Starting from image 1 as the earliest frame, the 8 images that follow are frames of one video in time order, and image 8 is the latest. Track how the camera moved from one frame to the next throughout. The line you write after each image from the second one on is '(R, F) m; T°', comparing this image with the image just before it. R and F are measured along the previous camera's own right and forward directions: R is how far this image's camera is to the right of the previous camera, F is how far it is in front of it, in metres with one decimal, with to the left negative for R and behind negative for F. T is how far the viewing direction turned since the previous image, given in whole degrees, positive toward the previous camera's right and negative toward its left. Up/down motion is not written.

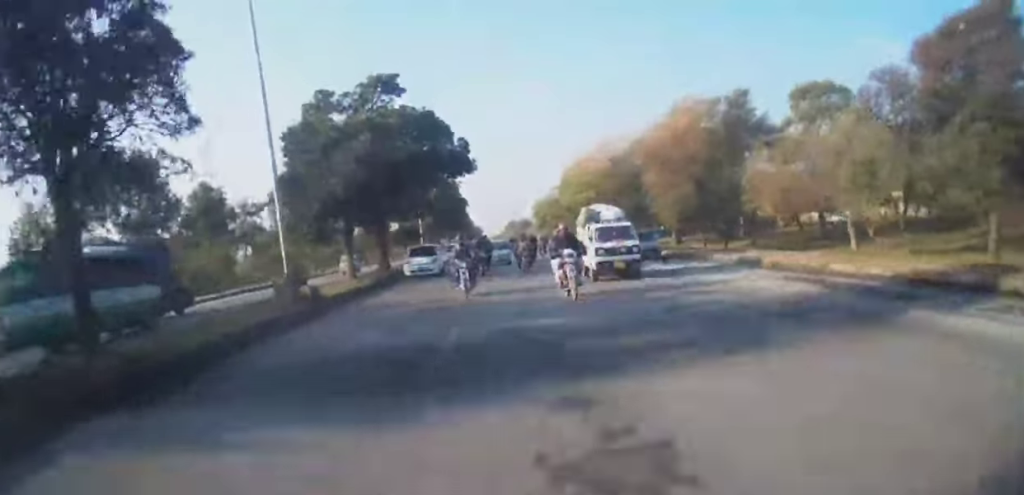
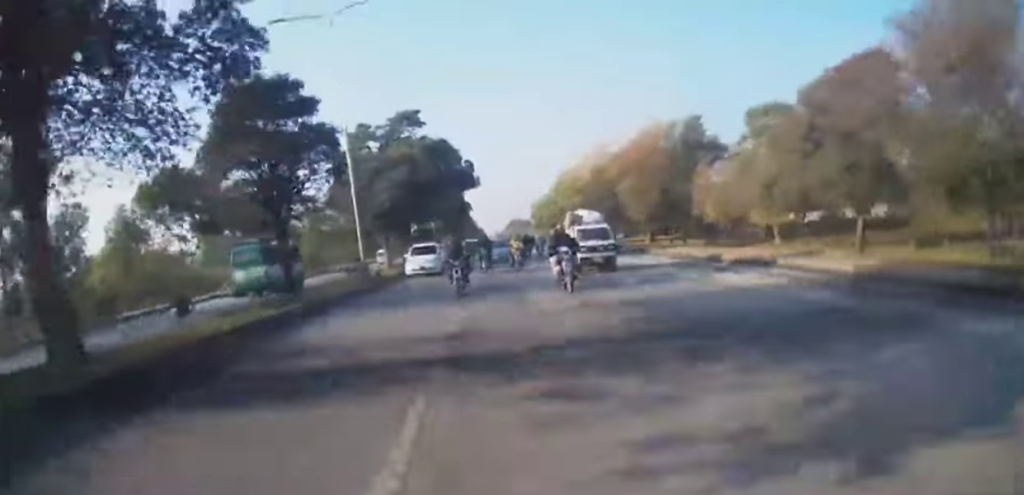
(+0.1, +10.8) m; 0°
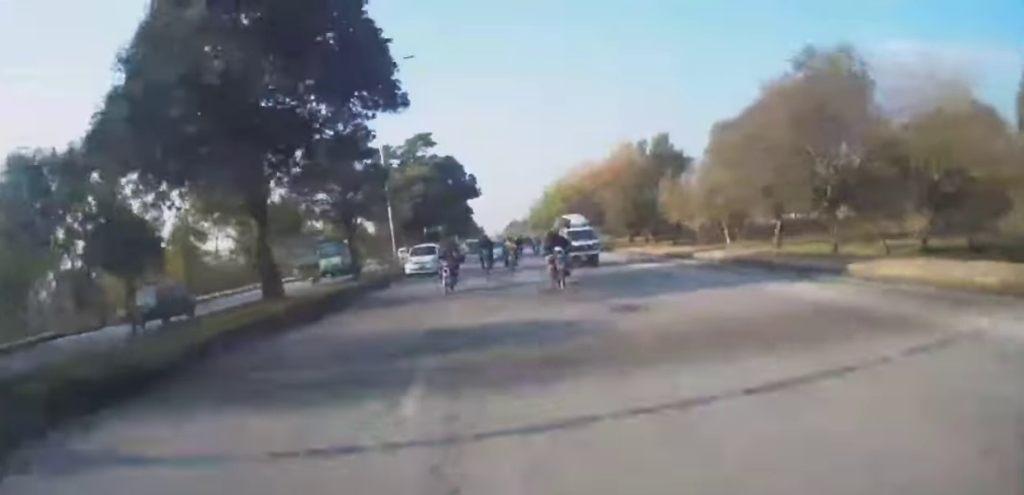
(-0.1, +10.2) m; 0°
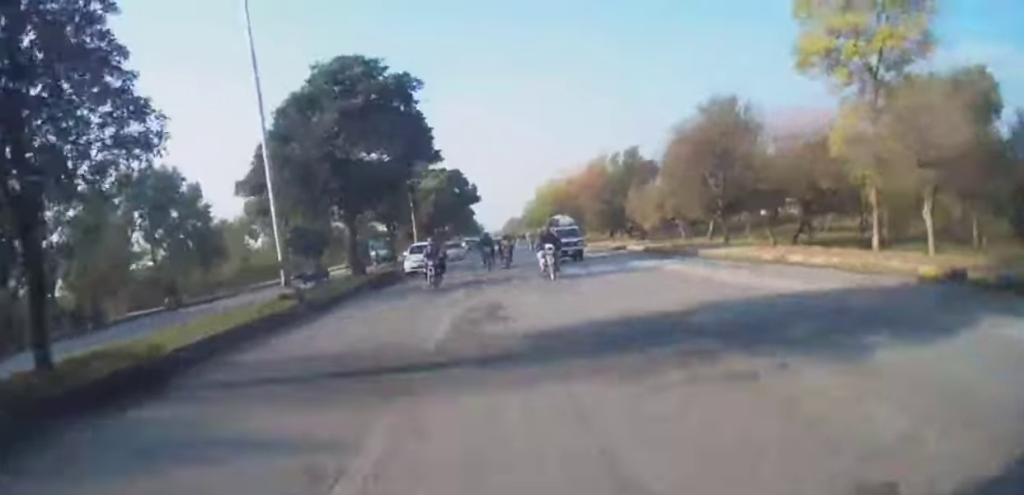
(0.0, +12.9) m; 0°
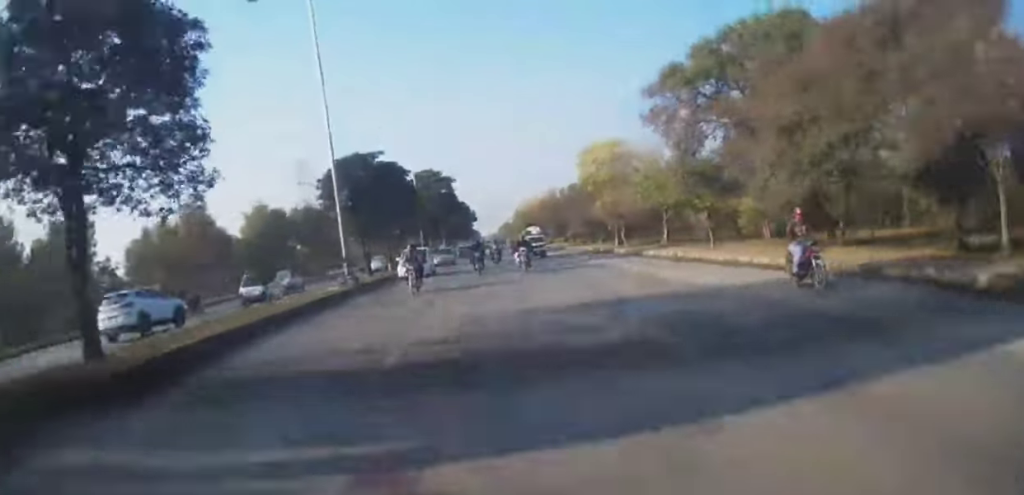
(+0.2, +44.9) m; 0°
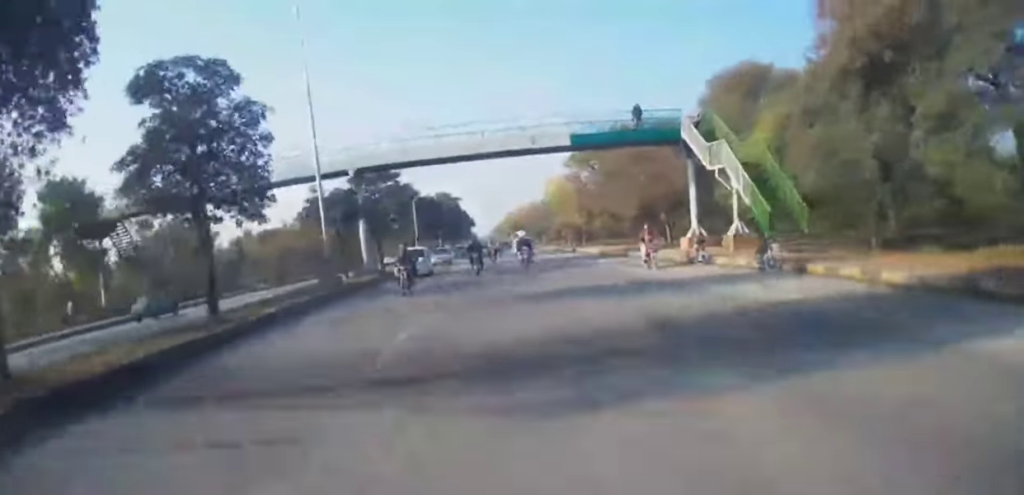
(-0.1, +32.3) m; +1°
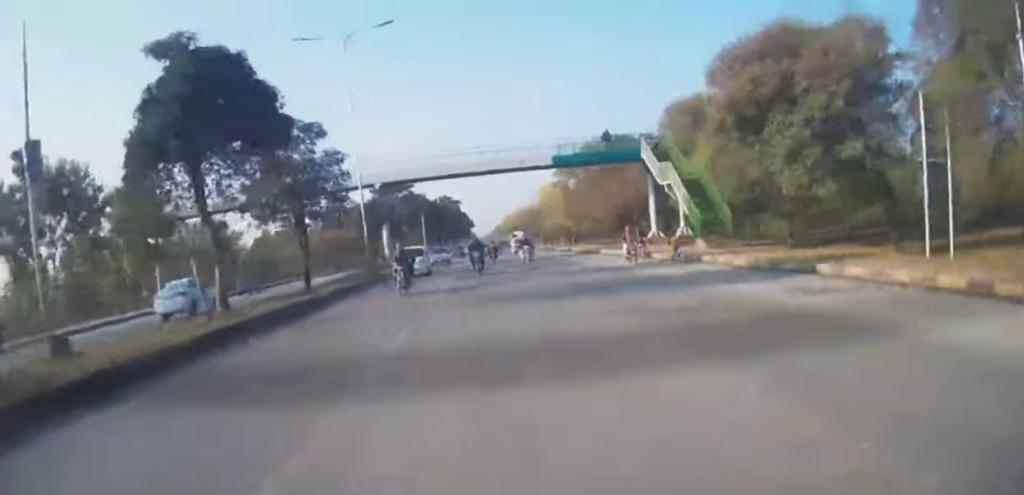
(+0.2, +8.8) m; +1°
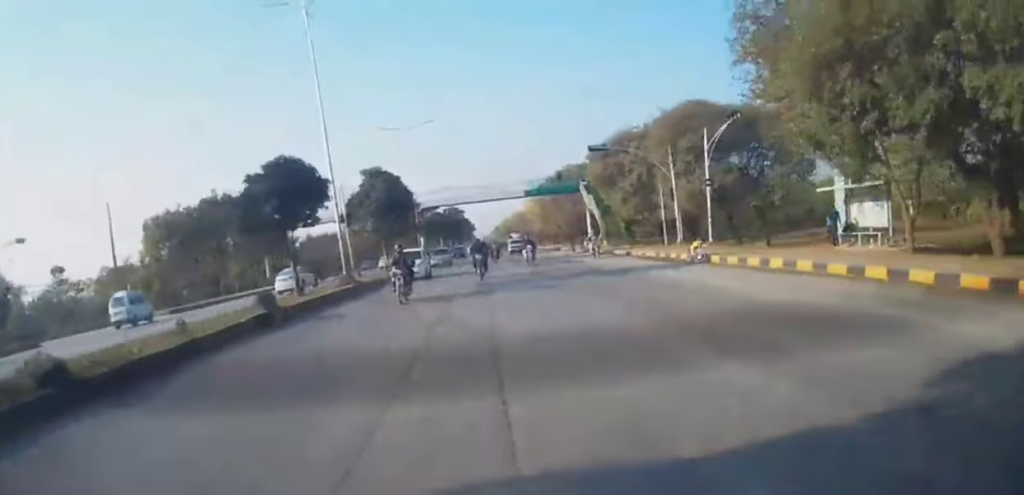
(-0.3, +27.4) m; -1°
